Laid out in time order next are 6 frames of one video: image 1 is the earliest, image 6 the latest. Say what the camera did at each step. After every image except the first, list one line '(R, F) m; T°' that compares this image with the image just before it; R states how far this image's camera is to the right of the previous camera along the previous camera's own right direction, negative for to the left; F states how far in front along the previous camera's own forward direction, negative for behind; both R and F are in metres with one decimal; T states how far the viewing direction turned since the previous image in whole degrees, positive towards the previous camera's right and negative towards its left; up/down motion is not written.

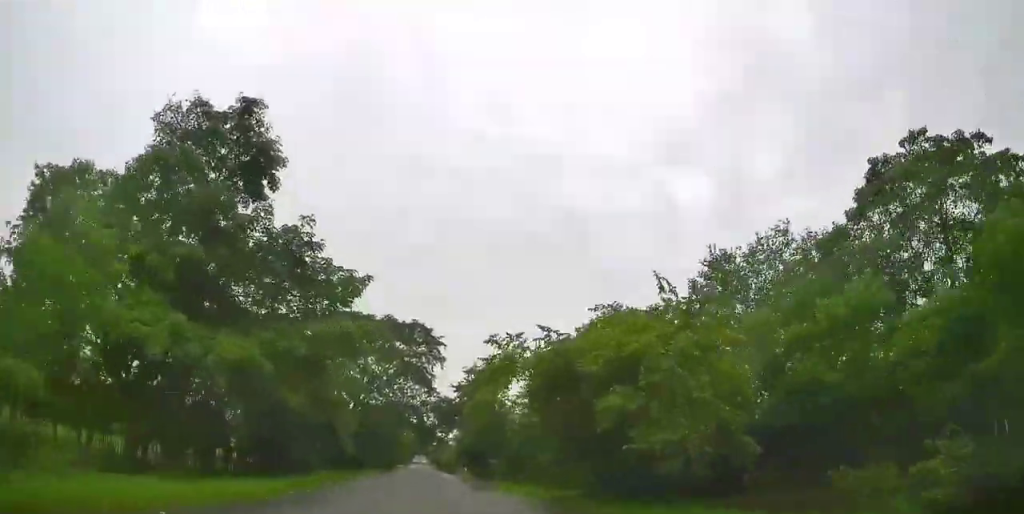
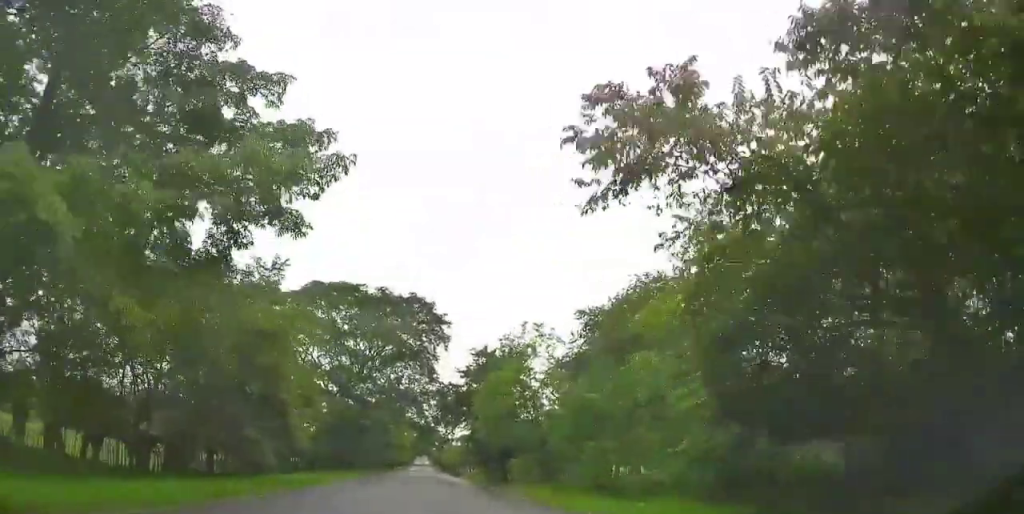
(+0.1, +14.6) m; 0°
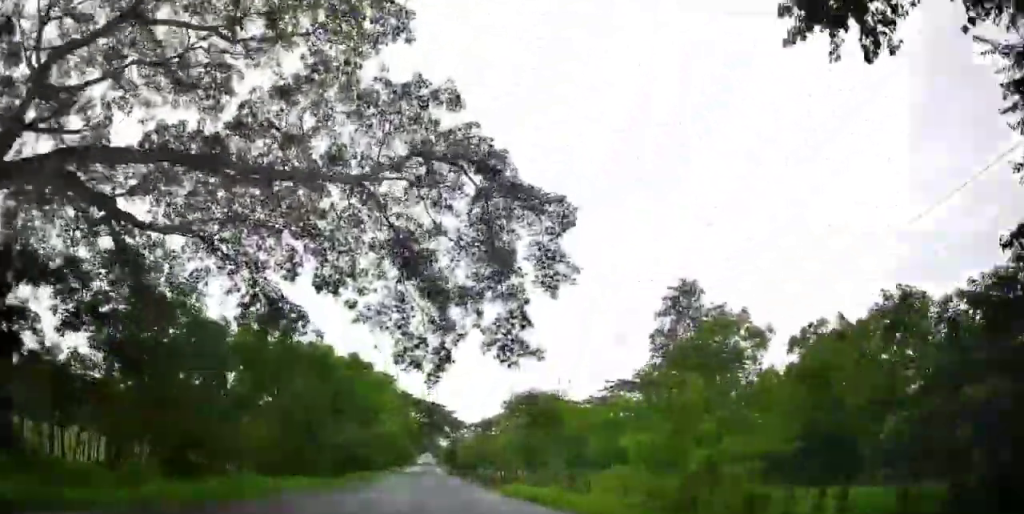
(-2.3, +69.9) m; +2°
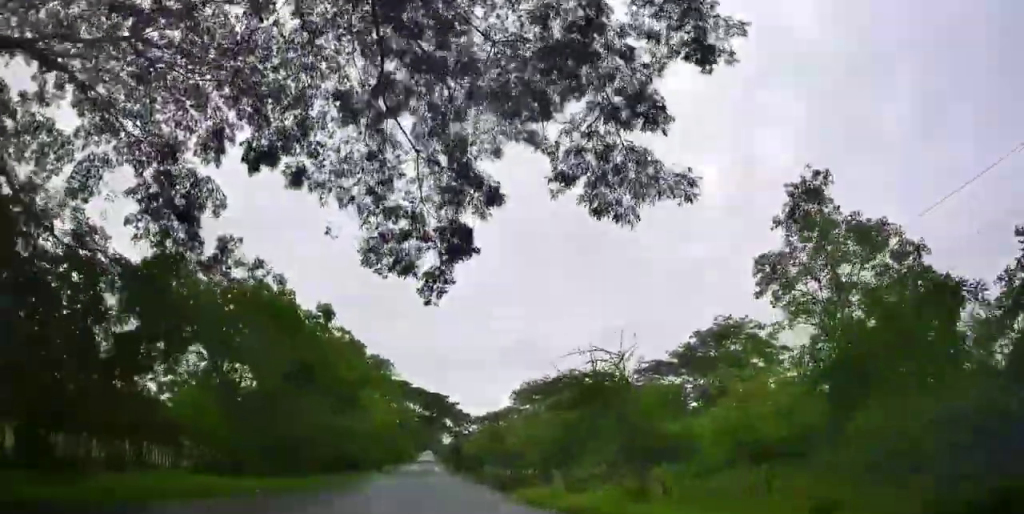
(+1.1, +12.3) m; +1°
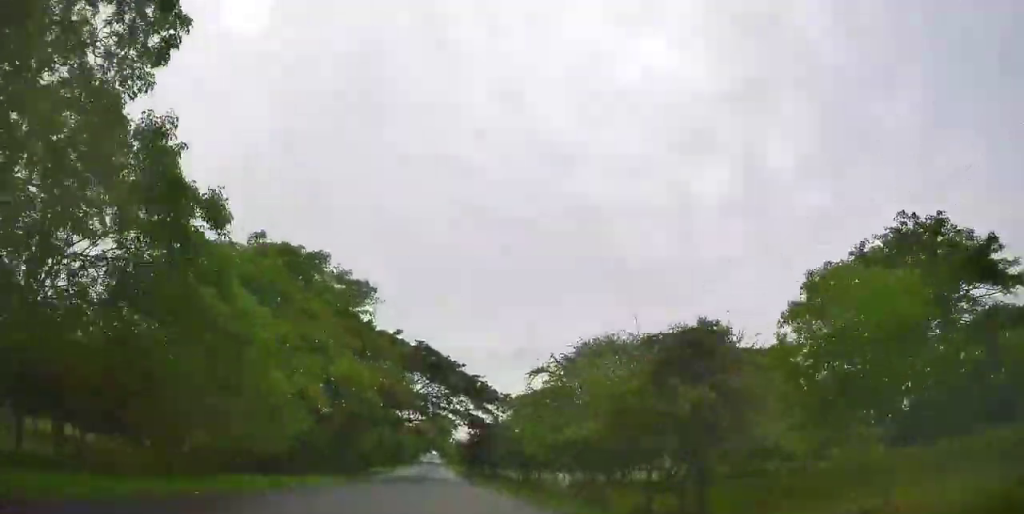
(-1.4, +36.0) m; -3°
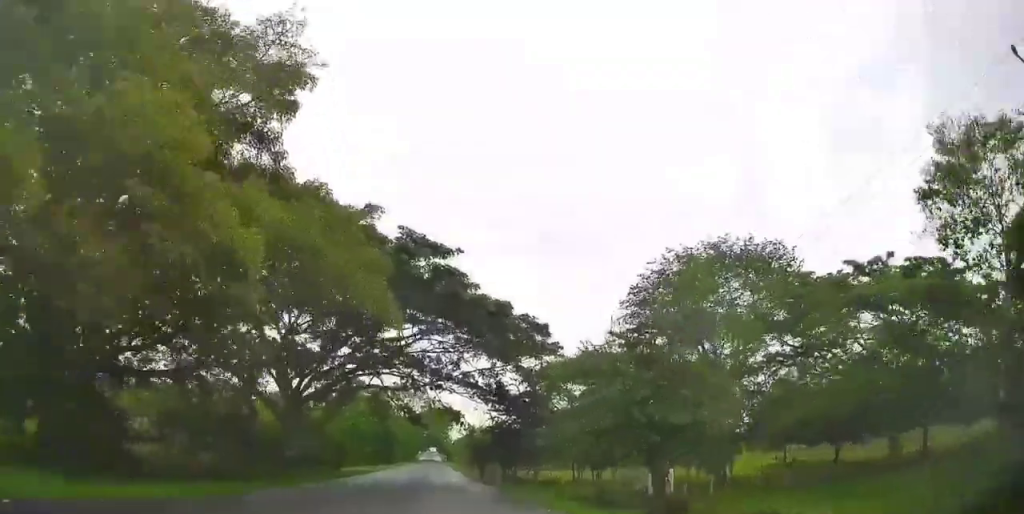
(-0.1, +28.2) m; -1°
